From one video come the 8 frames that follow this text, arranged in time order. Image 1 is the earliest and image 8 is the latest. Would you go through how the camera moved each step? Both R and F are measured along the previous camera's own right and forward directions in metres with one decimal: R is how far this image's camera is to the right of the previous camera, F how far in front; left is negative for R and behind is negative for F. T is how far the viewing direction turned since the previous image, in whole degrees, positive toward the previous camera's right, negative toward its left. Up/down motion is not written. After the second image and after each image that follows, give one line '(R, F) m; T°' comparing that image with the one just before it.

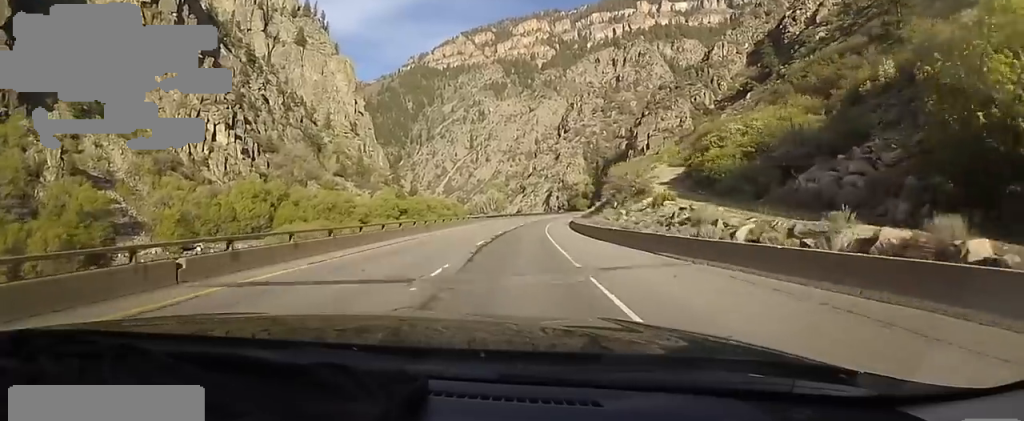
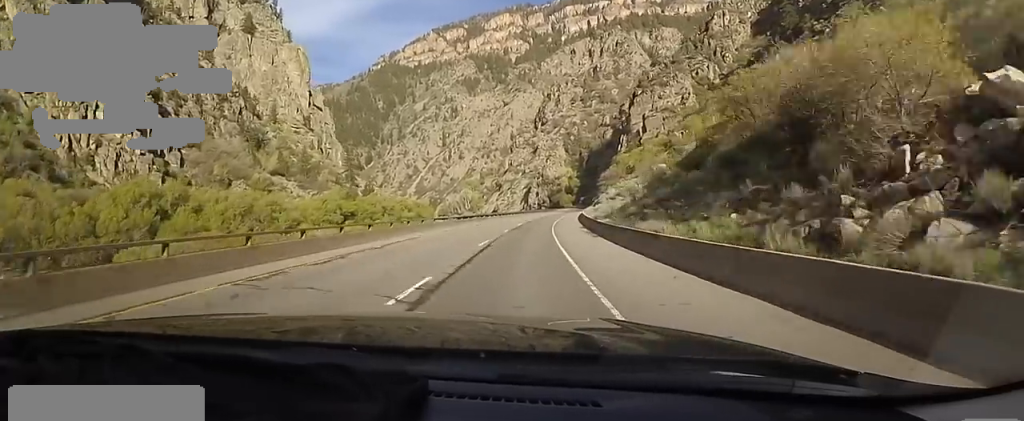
(+1.3, +37.8) m; +6°
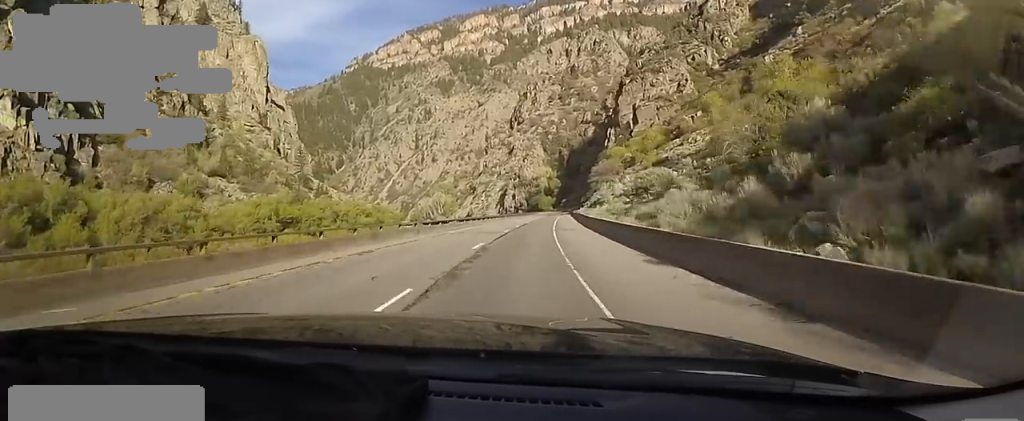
(+1.4, +25.2) m; 0°
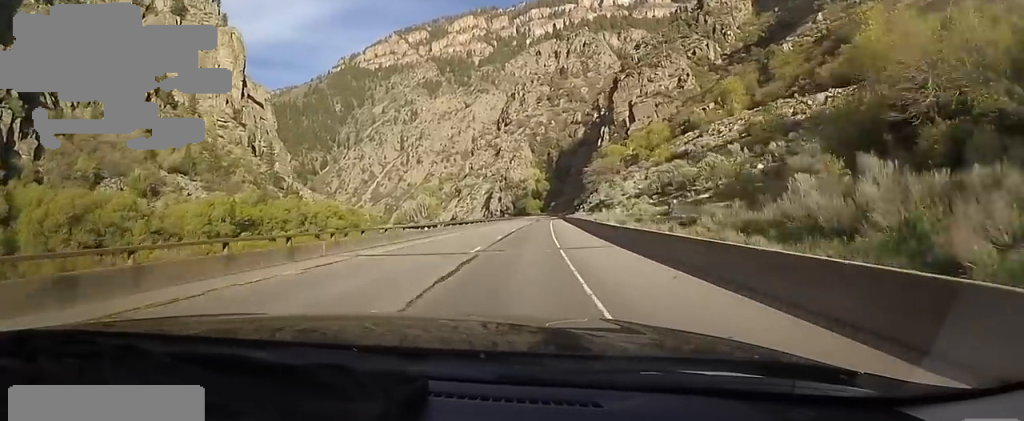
(-0.8, +13.8) m; 0°
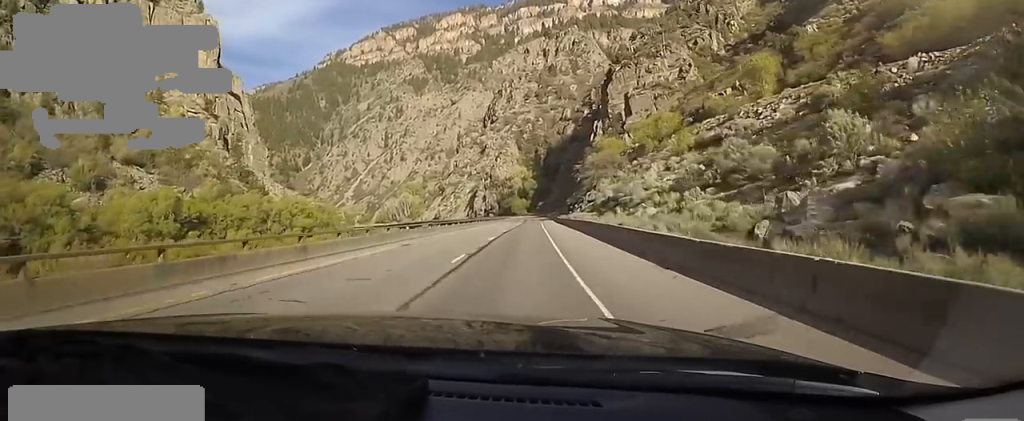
(-0.2, +14.6) m; +2°
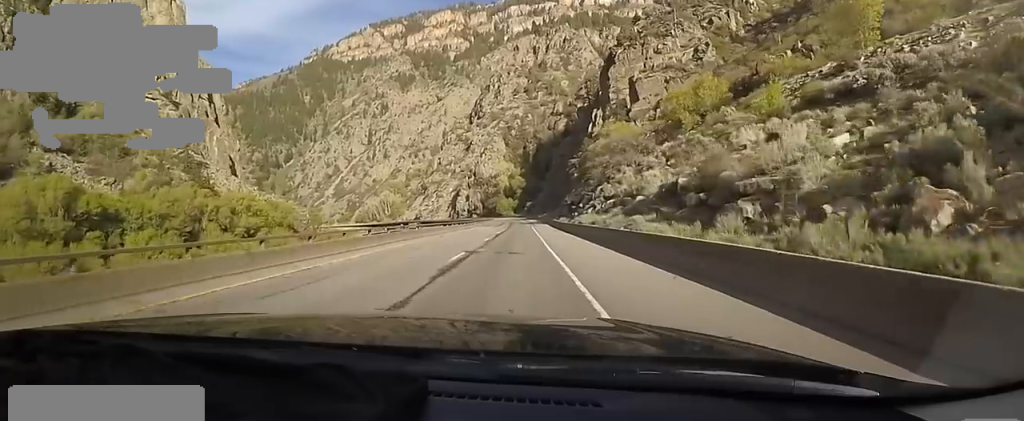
(+1.2, +22.7) m; +6°
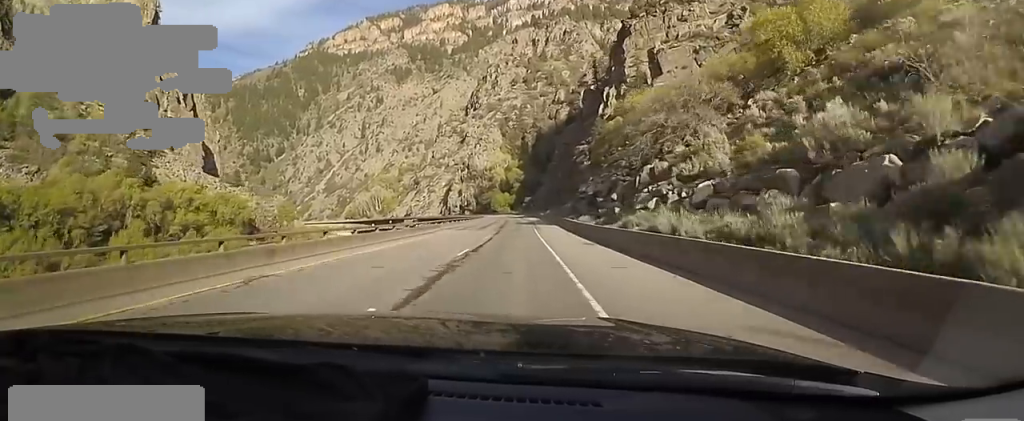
(+1.1, +22.7) m; +1°
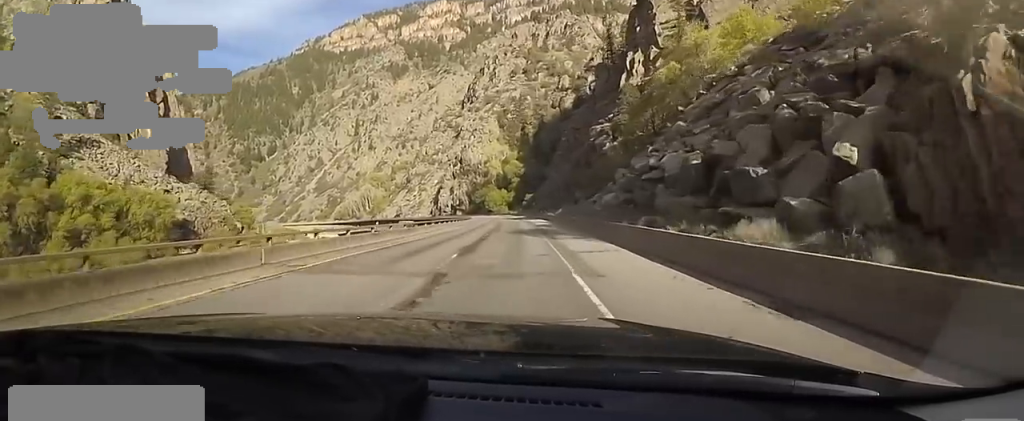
(-0.7, +27.6) m; 0°
